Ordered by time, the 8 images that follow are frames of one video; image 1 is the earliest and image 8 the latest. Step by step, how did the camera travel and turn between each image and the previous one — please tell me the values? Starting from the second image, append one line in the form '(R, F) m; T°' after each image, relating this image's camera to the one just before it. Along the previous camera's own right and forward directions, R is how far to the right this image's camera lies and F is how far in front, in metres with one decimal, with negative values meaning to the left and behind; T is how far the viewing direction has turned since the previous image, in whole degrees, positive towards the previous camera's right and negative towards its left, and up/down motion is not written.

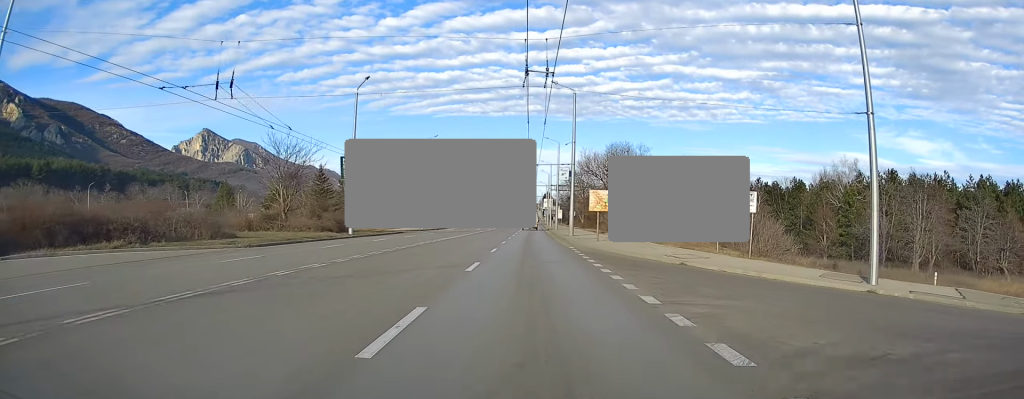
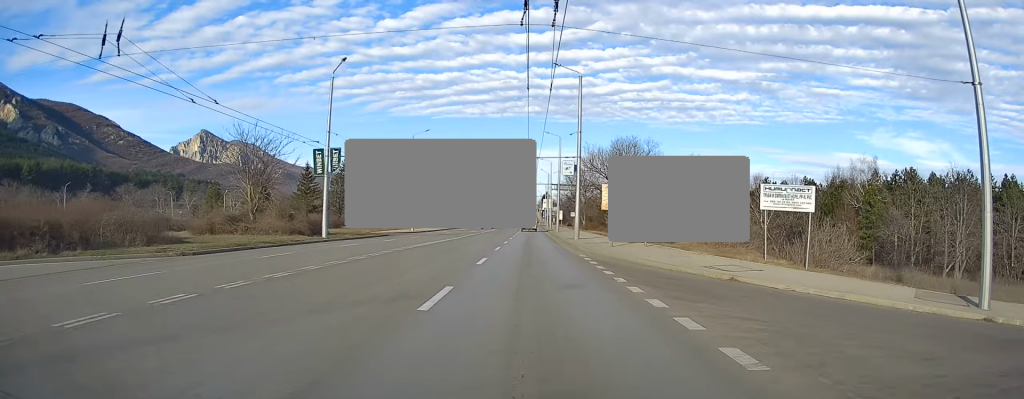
(+0.1, +6.1) m; 0°
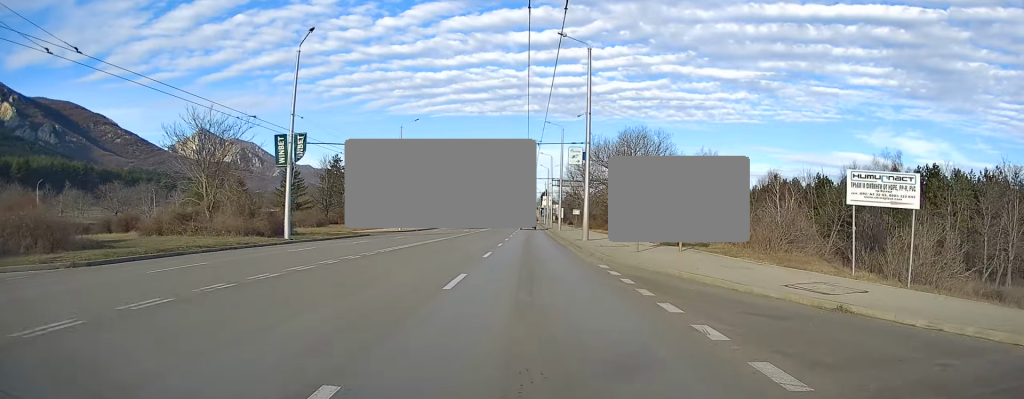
(+0.1, +7.0) m; +1°
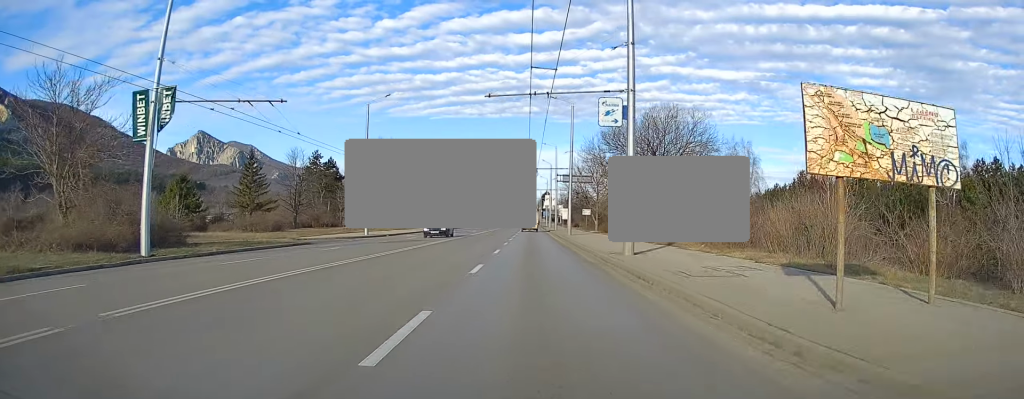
(+0.1, +14.2) m; 0°
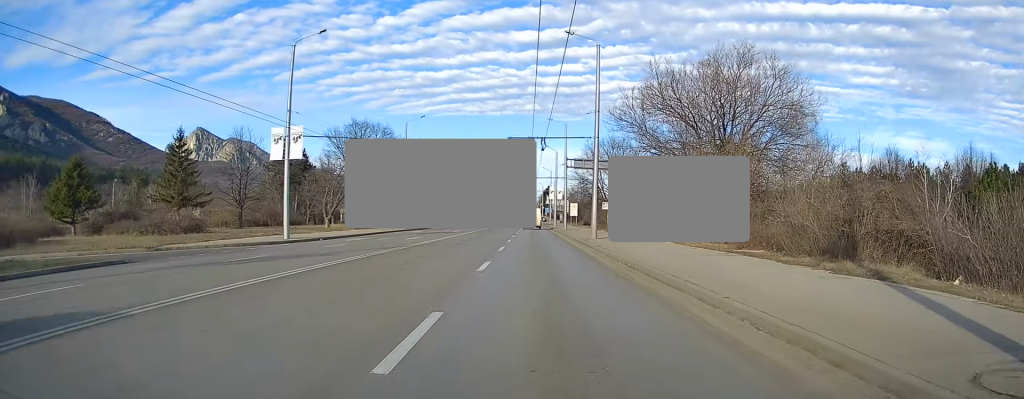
(-0.1, +18.3) m; -1°
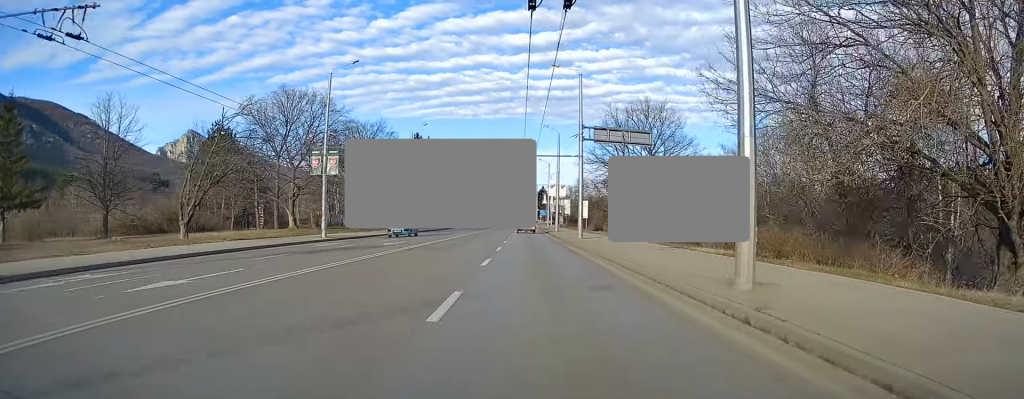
(0.0, +24.9) m; +1°
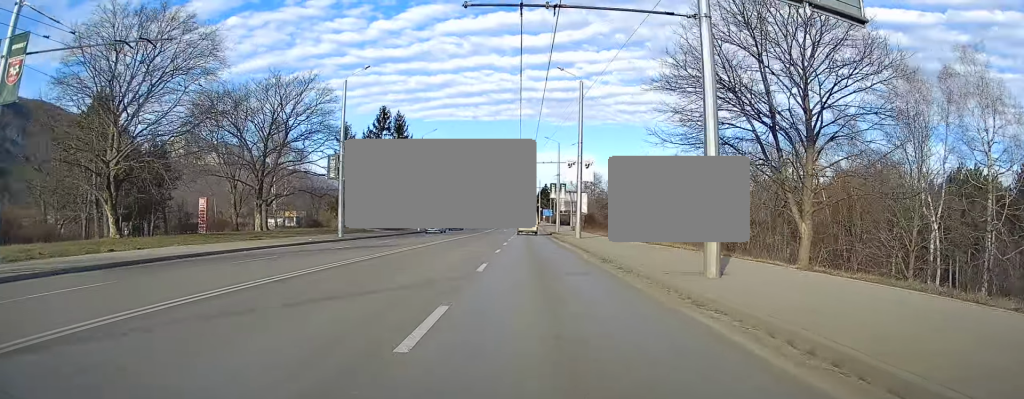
(+0.1, +28.8) m; -1°
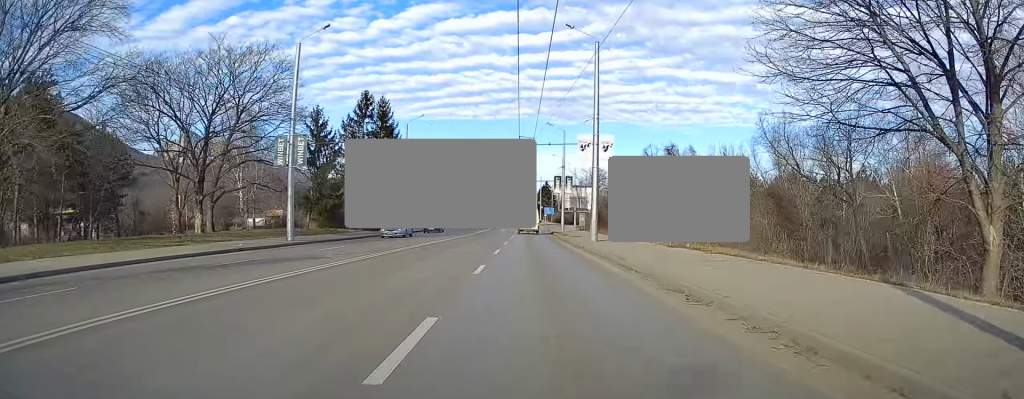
(-0.2, +9.9) m; 0°
